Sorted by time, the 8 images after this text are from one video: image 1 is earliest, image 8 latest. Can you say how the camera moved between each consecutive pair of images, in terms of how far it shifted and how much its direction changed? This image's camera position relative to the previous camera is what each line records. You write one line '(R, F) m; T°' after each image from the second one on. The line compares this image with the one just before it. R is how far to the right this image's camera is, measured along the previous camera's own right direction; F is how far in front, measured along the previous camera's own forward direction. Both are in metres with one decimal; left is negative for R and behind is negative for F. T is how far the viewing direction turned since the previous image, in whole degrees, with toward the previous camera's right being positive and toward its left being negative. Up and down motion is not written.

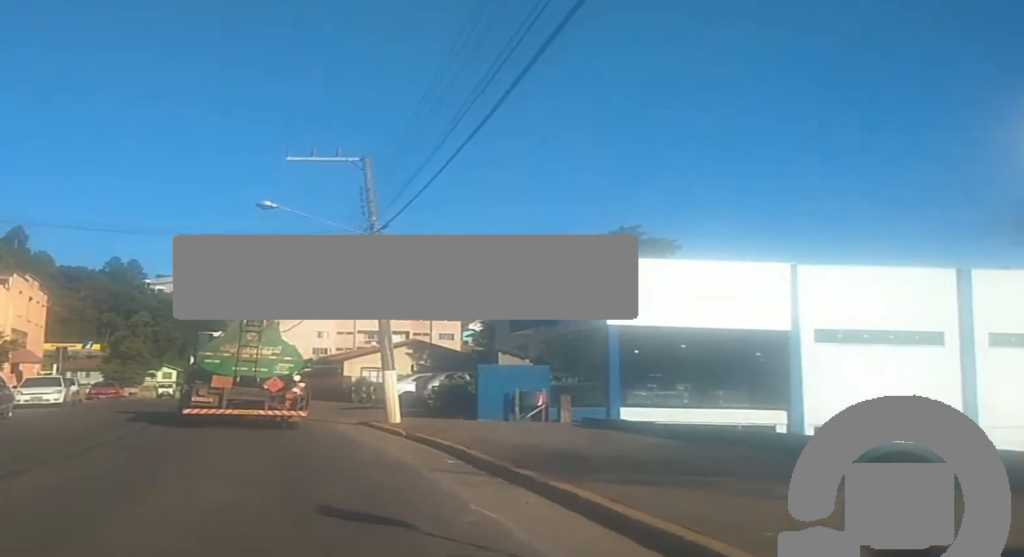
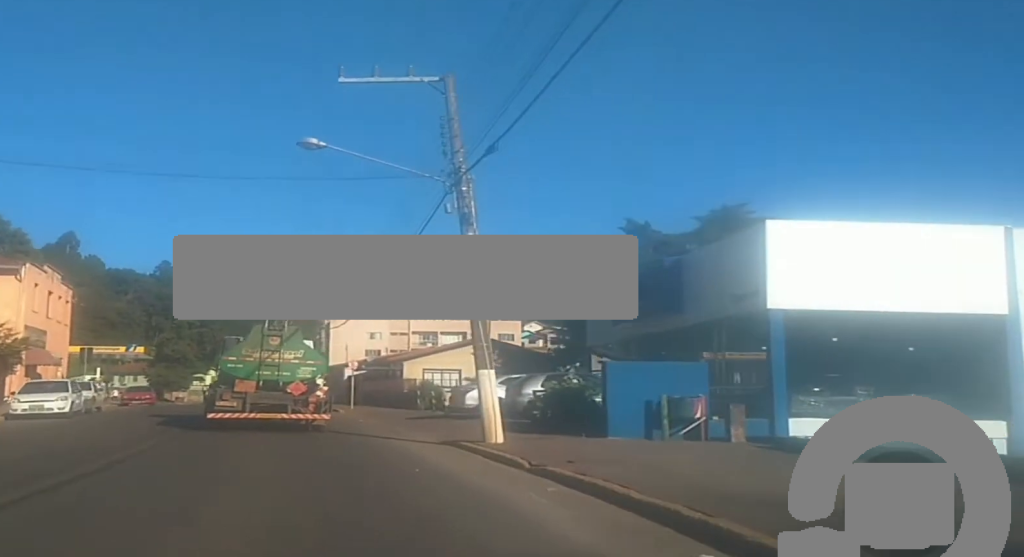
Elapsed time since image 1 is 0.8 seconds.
(-0.2, +7.5) m; -5°
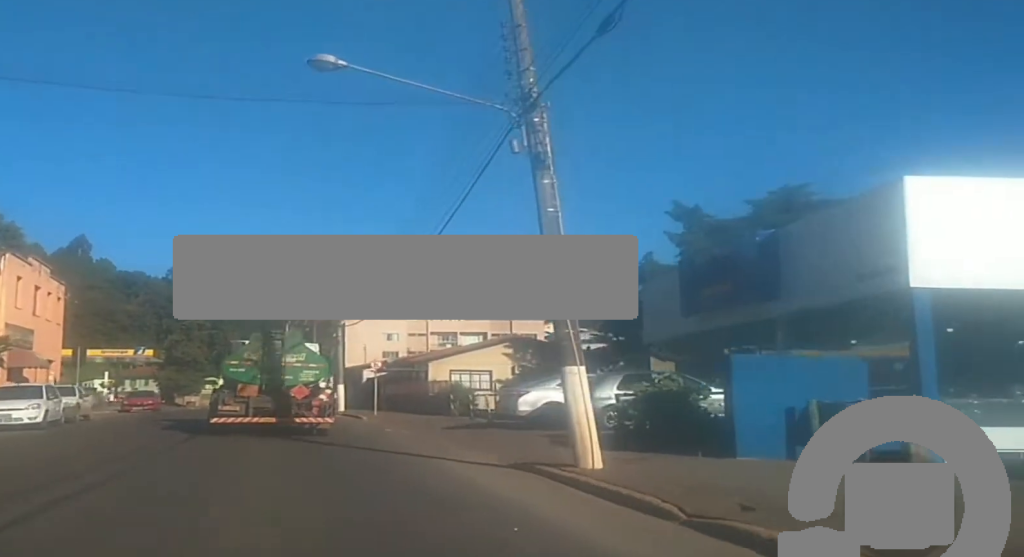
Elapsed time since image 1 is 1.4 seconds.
(-0.2, +5.1) m; -3°
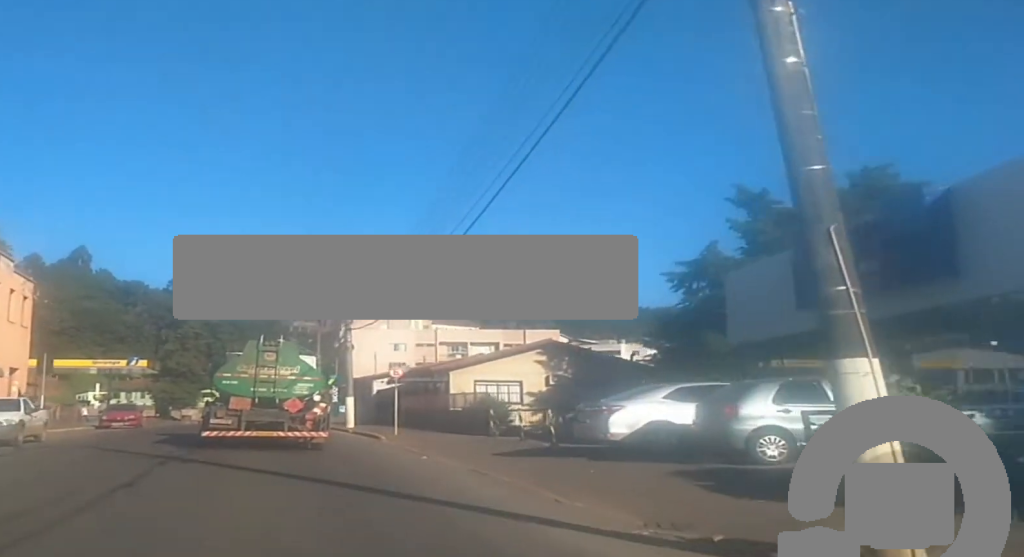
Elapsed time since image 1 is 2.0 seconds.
(-0.4, +6.7) m; -3°
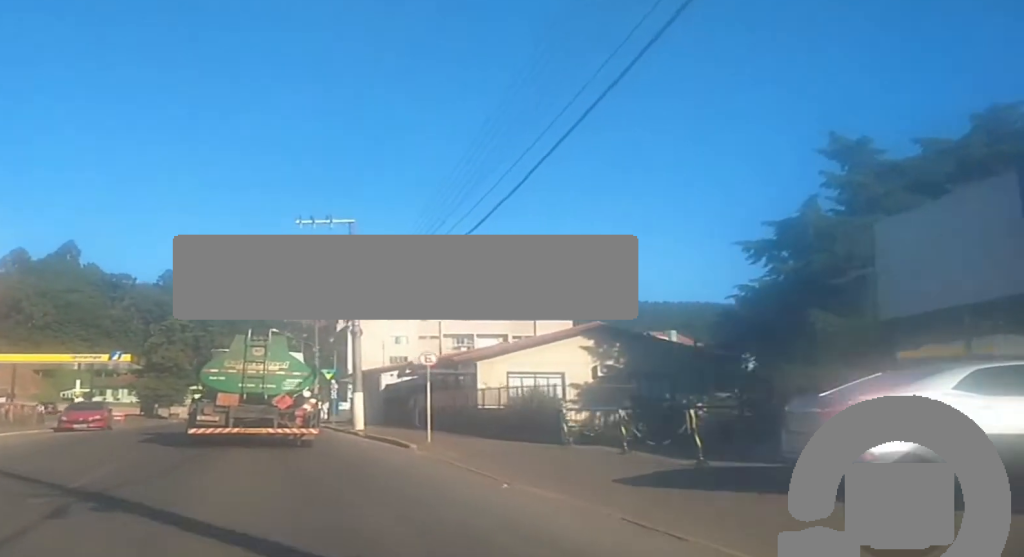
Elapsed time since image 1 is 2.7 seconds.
(0.0, +7.5) m; 0°
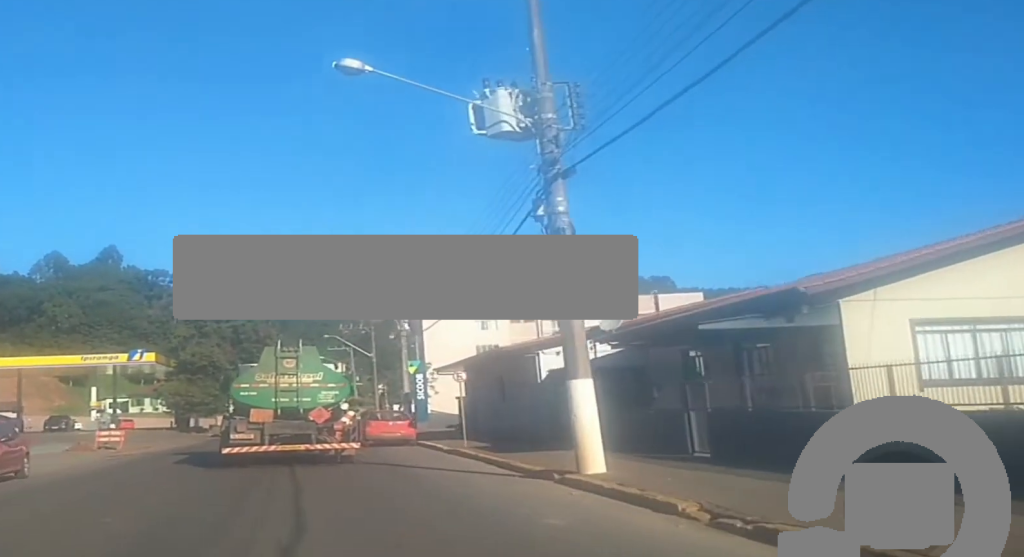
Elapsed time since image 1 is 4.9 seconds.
(+0.4, +23.9) m; +2°
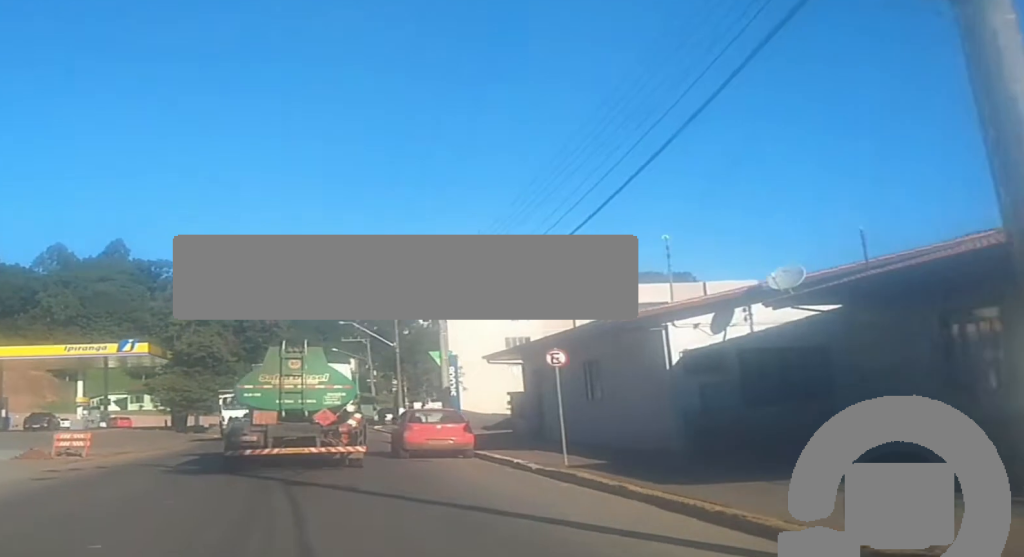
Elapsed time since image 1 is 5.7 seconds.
(0.0, +9.9) m; -1°
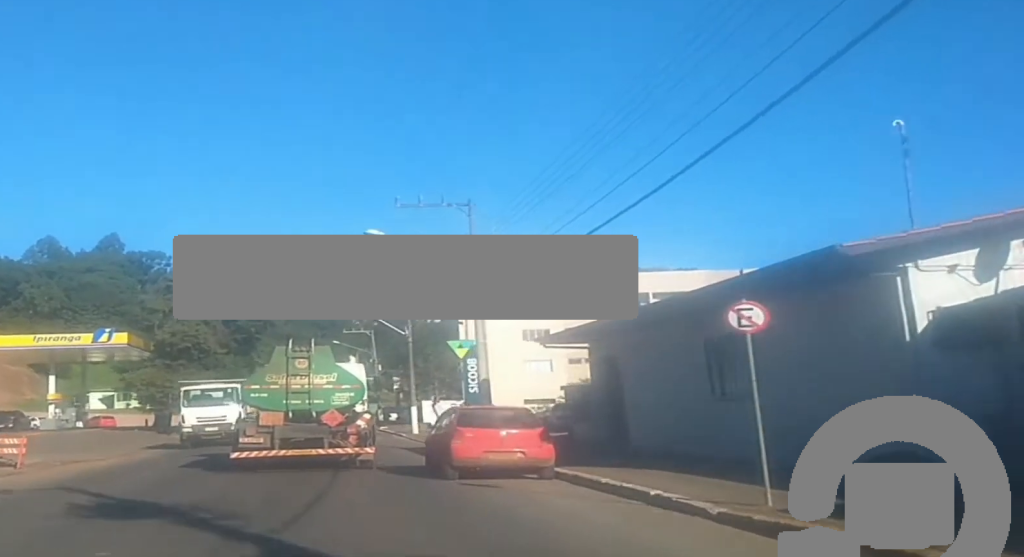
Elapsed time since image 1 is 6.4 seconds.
(-0.1, +8.0) m; 0°
